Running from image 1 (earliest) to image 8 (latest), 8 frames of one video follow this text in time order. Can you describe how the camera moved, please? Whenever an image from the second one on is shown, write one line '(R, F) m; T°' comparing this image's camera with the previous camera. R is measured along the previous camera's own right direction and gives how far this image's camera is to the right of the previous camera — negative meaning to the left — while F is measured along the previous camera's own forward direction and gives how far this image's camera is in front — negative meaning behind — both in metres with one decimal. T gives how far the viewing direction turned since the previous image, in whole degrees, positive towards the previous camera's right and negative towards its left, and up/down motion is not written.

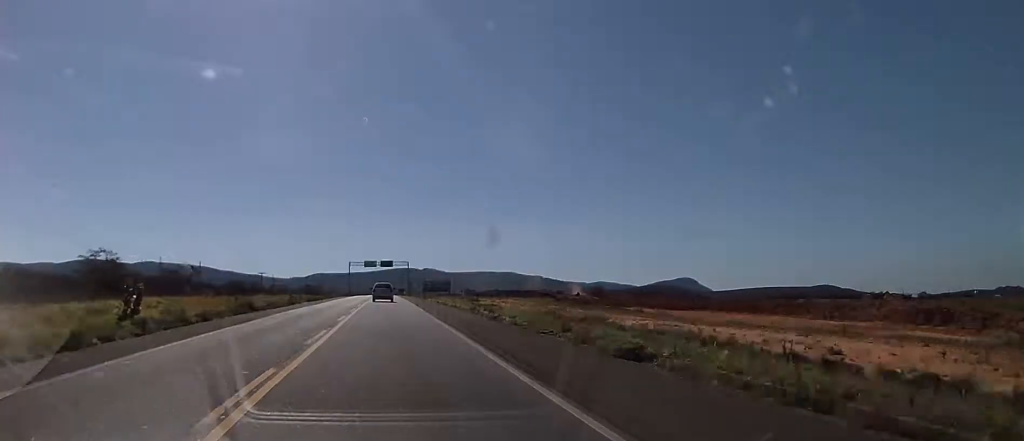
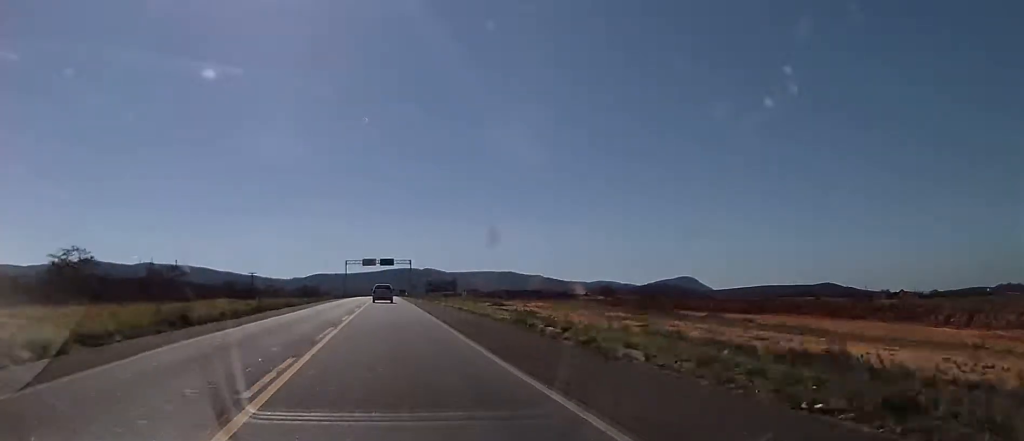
(0.0, +14.3) m; +1°
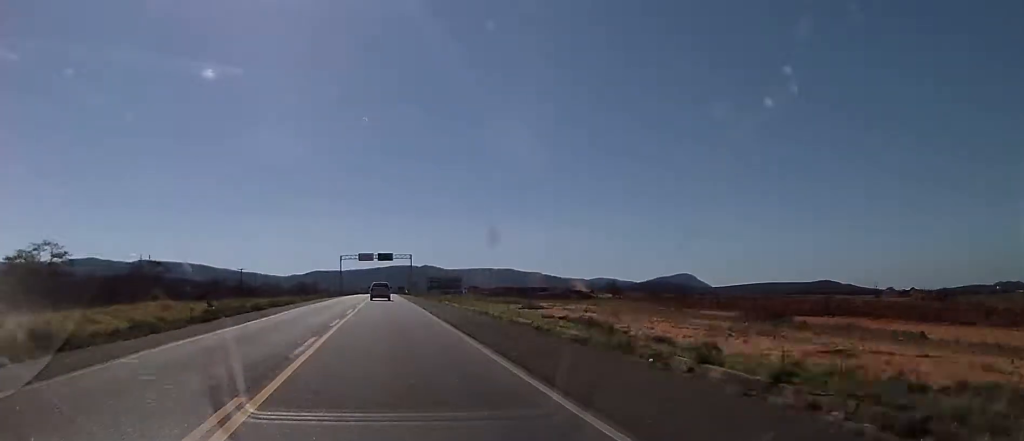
(+0.2, +12.0) m; 0°
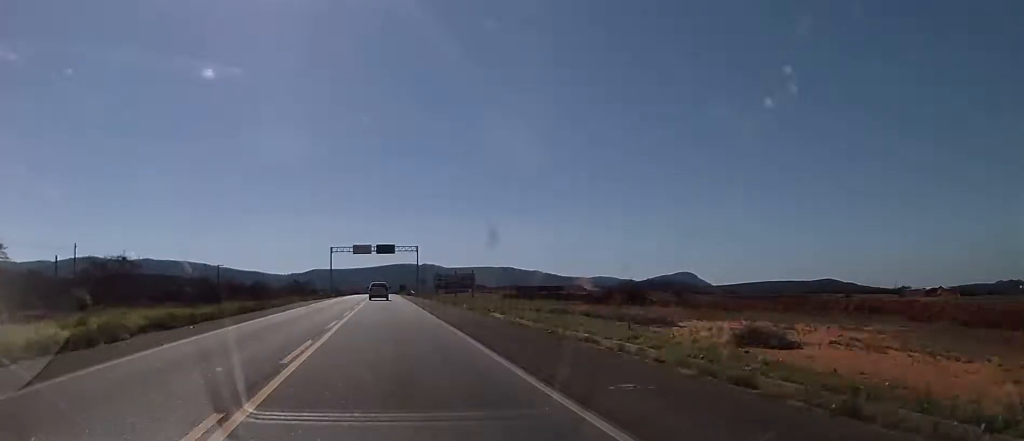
(+0.1, +24.6) m; 0°
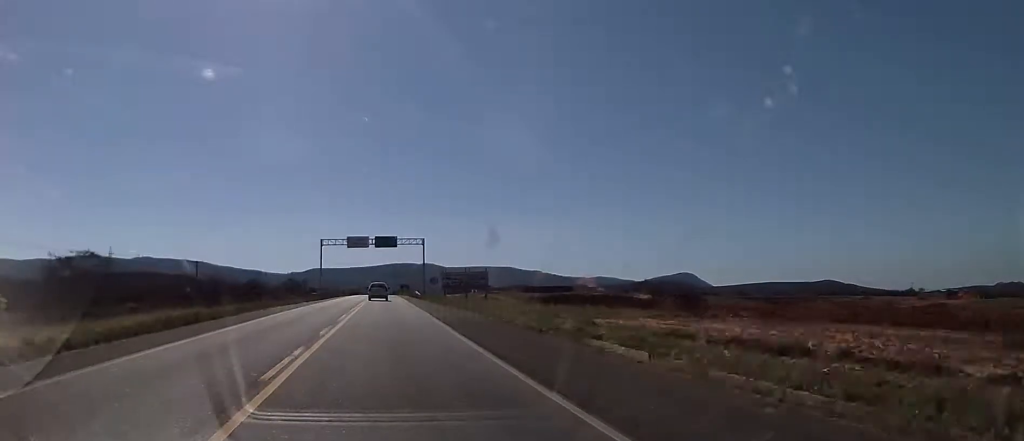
(-0.2, +17.3) m; -1°
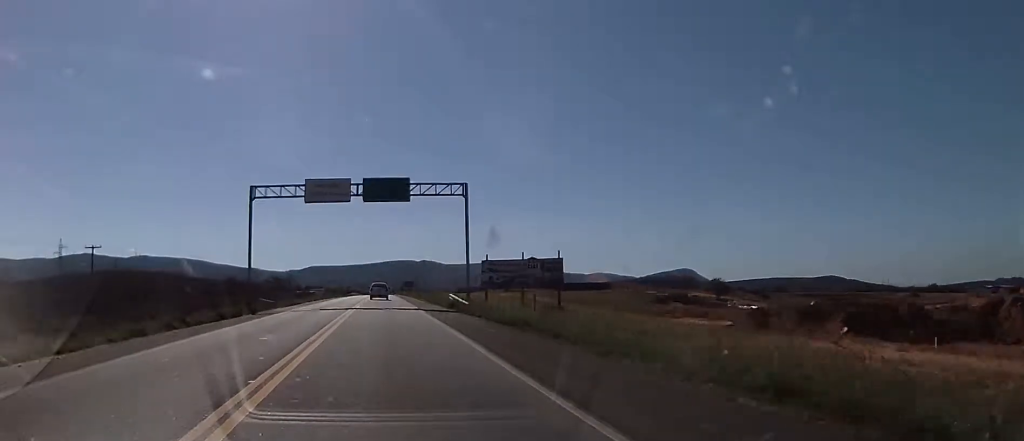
(-0.1, +48.9) m; 0°
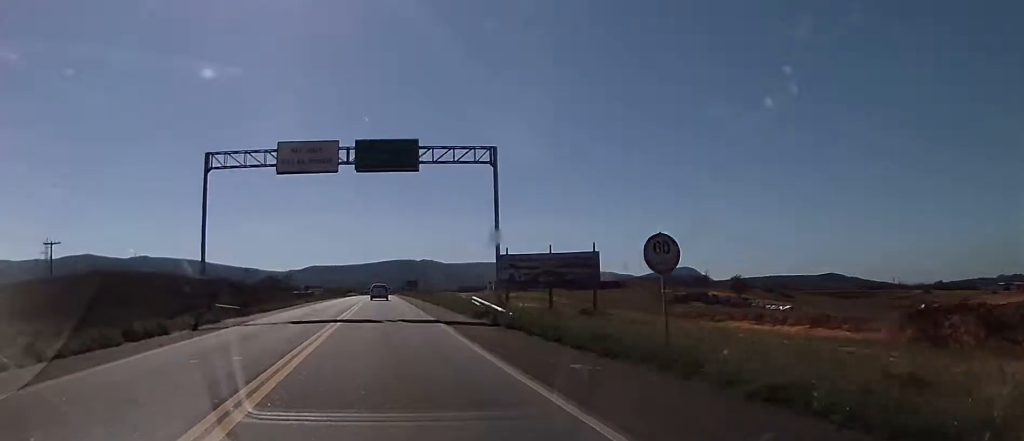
(+0.2, +11.5) m; 0°
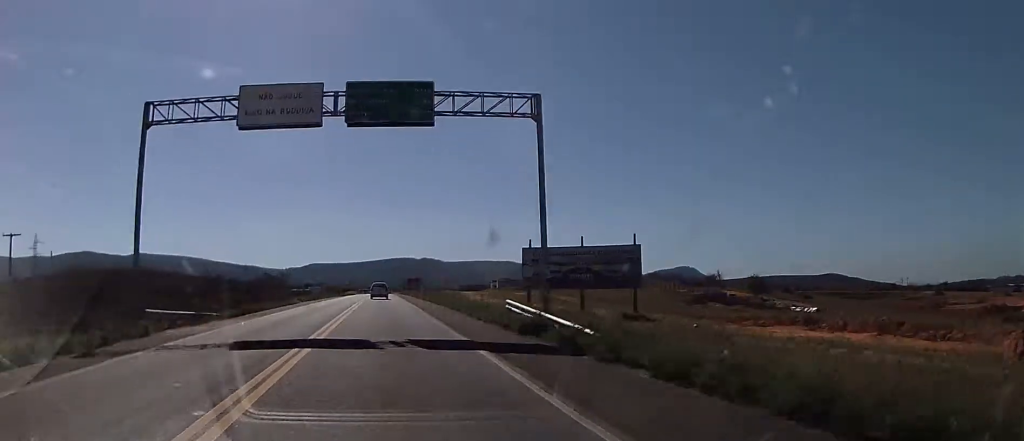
(-0.3, +9.2) m; 0°
